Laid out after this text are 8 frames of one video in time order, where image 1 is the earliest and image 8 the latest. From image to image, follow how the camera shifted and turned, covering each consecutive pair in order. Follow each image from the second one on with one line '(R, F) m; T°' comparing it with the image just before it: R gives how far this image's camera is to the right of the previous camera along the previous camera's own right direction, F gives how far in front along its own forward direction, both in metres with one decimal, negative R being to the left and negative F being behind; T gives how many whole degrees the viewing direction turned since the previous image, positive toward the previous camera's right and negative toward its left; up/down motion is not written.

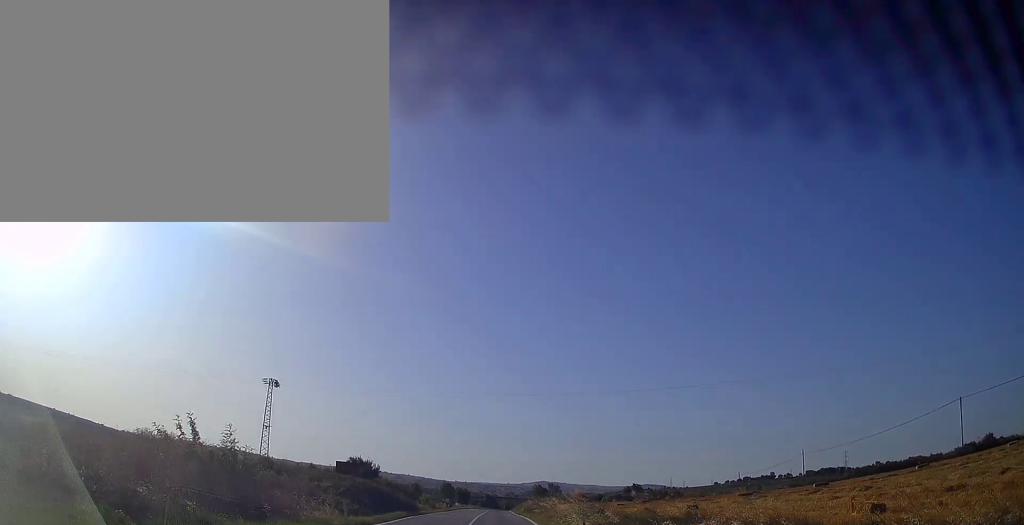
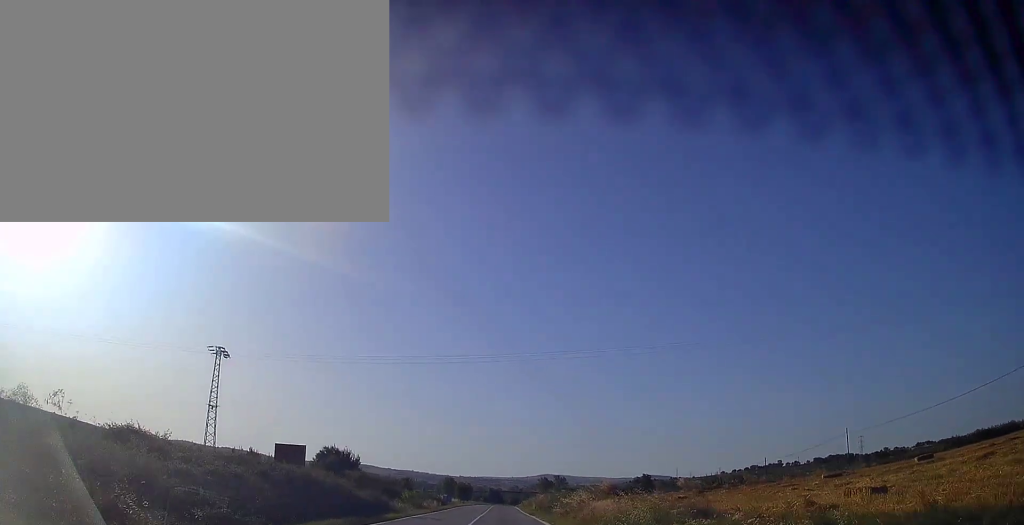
(0.0, +14.1) m; 0°
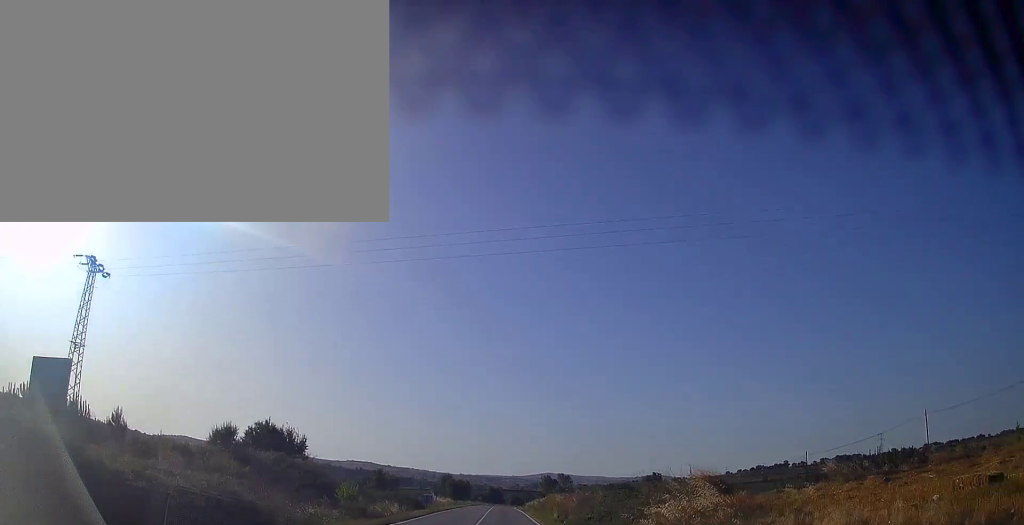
(-0.3, +20.2) m; 0°
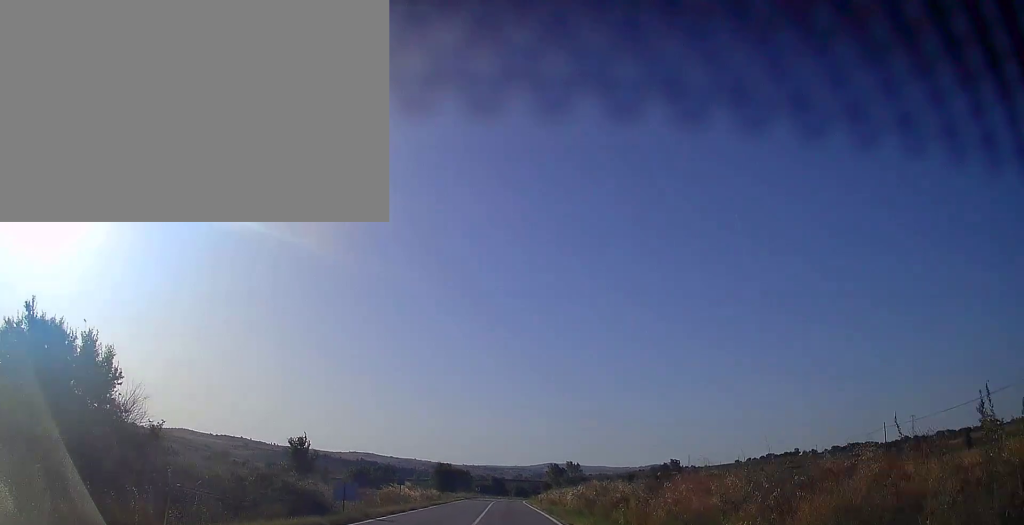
(+0.2, +27.6) m; 0°
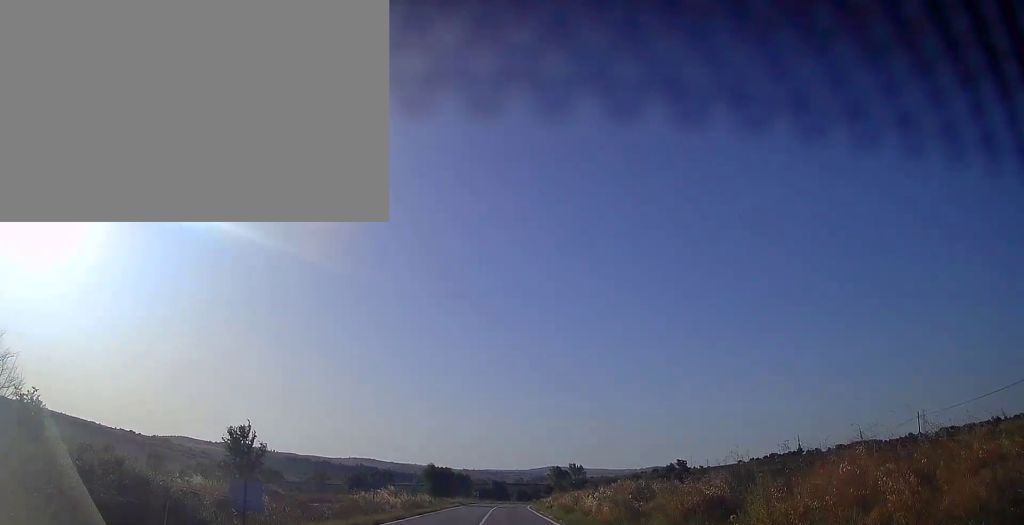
(-0.1, +9.4) m; 0°
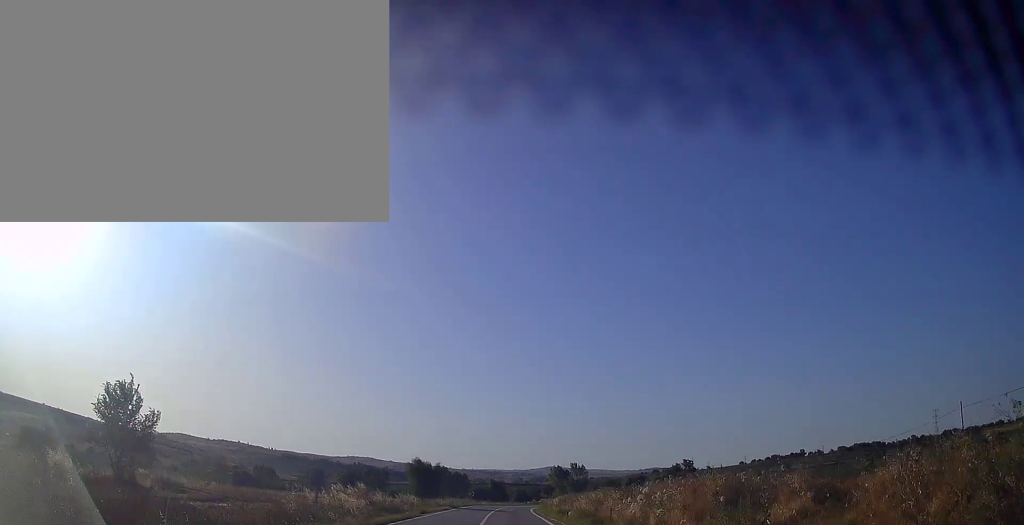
(0.0, +10.7) m; 0°
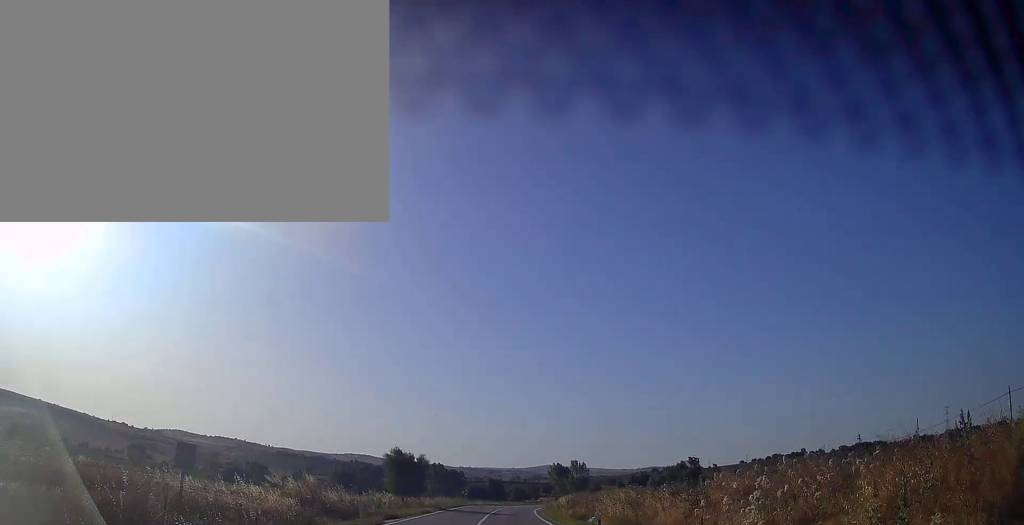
(+0.1, +10.7) m; 0°
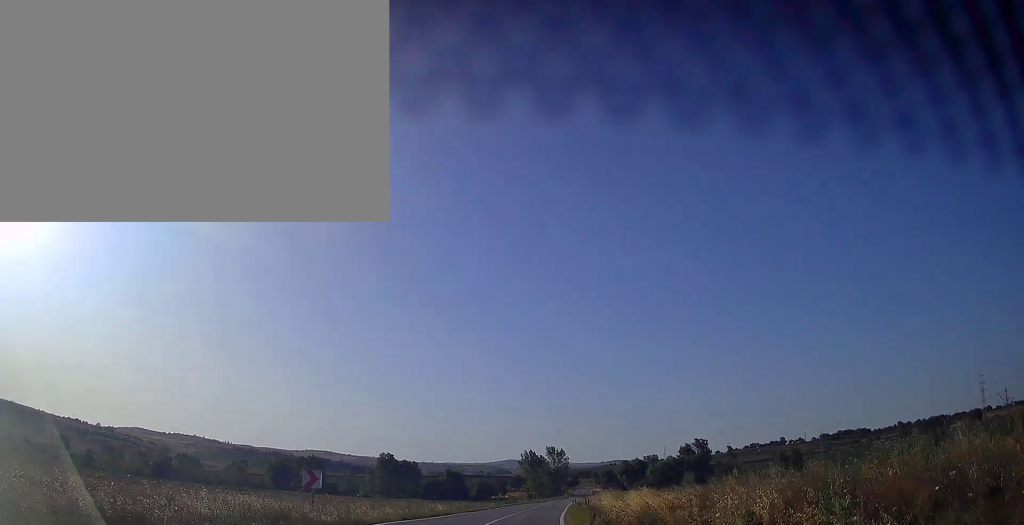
(+0.5, +50.3) m; +3°
